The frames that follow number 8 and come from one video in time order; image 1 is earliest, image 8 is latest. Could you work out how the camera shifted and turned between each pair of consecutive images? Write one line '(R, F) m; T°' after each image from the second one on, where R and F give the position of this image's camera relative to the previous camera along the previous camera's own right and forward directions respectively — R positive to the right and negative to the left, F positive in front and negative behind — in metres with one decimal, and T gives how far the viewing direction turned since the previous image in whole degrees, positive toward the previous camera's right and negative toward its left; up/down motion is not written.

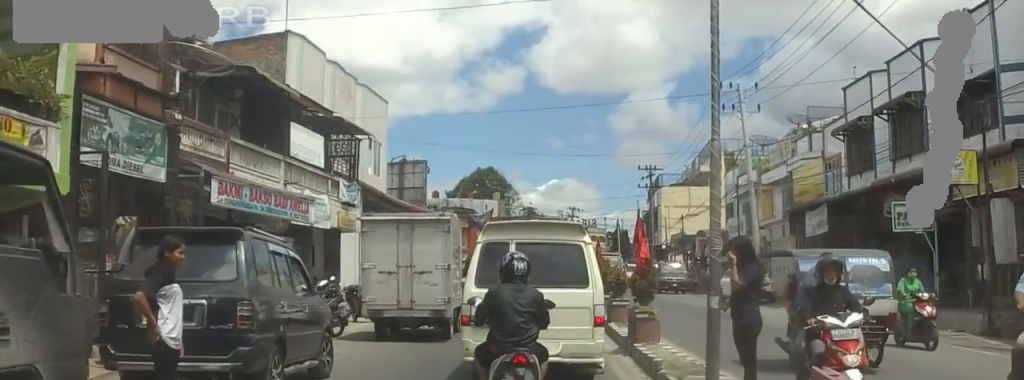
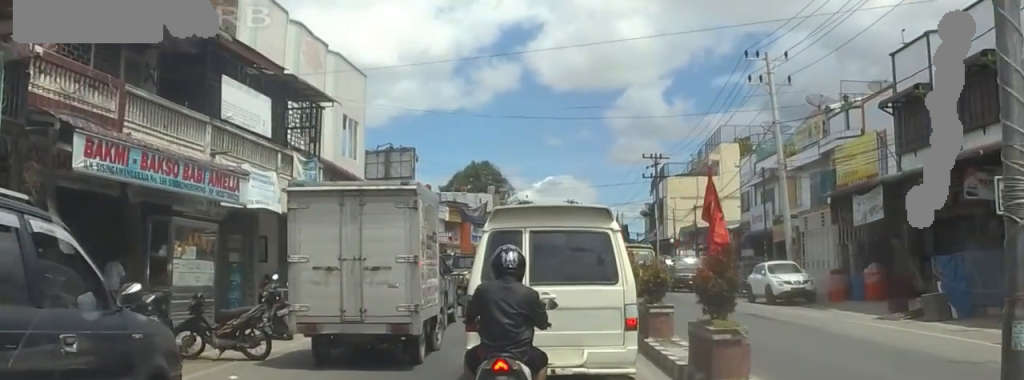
(-0.1, +12.3) m; +5°
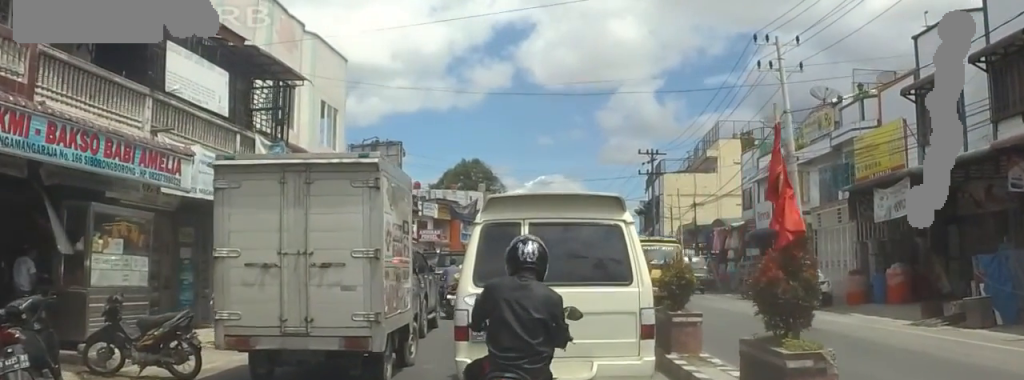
(+0.4, +7.3) m; -2°
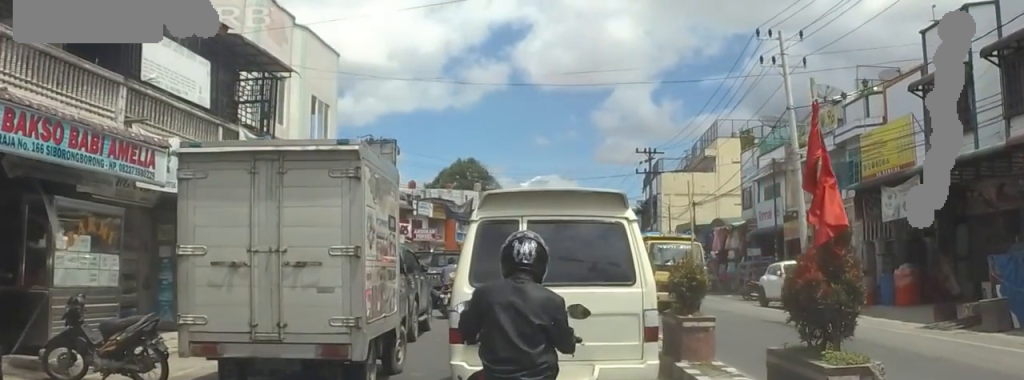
(-0.3, +3.8) m; -4°
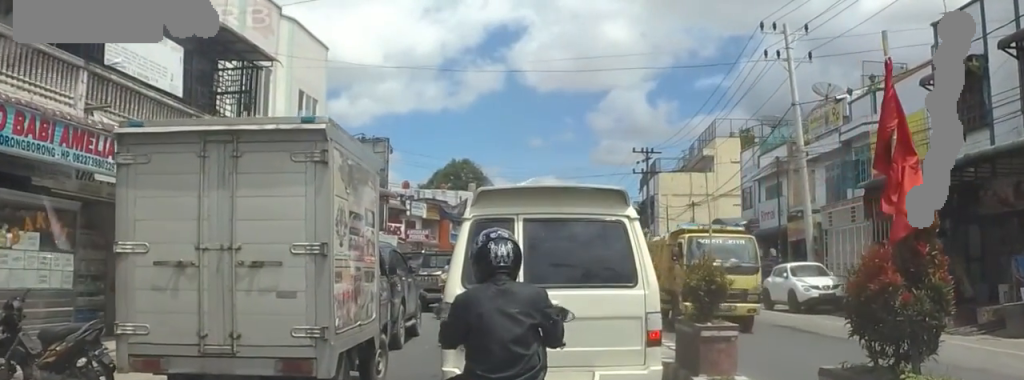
(-0.1, +6.4) m; +7°
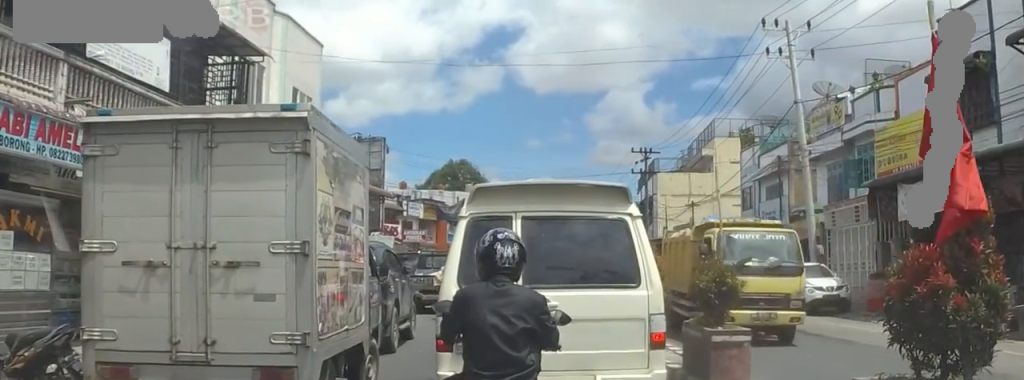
(+0.3, +2.9) m; +4°
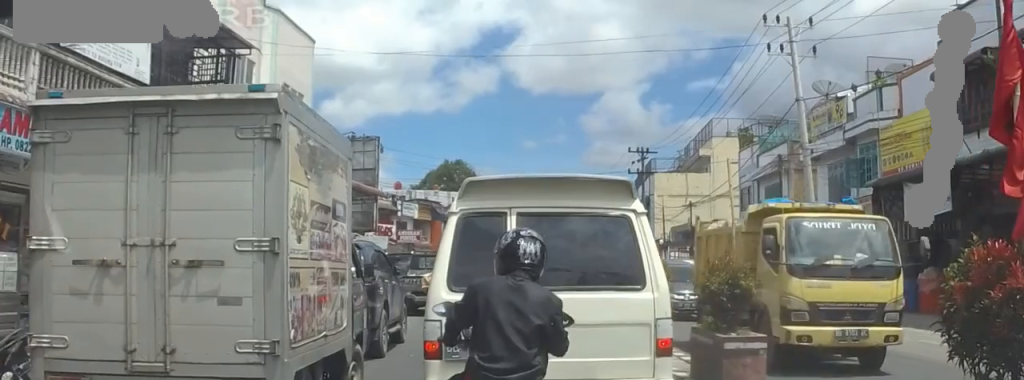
(+0.4, +4.2) m; +6°
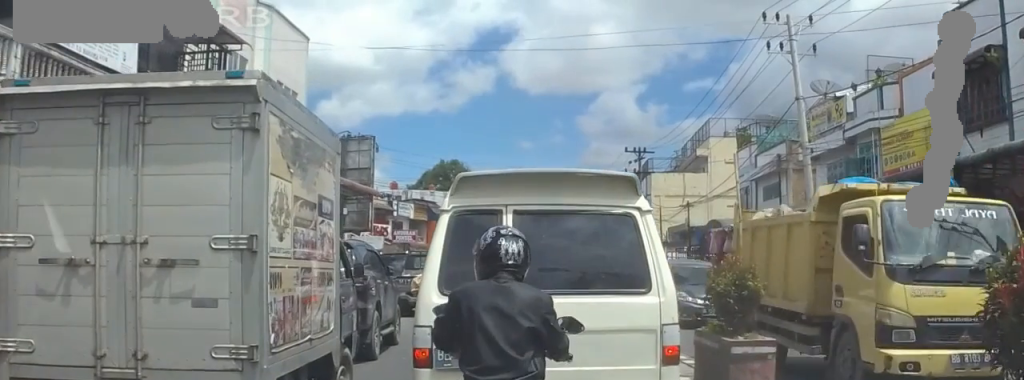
(0.0, +3.3) m; 0°
